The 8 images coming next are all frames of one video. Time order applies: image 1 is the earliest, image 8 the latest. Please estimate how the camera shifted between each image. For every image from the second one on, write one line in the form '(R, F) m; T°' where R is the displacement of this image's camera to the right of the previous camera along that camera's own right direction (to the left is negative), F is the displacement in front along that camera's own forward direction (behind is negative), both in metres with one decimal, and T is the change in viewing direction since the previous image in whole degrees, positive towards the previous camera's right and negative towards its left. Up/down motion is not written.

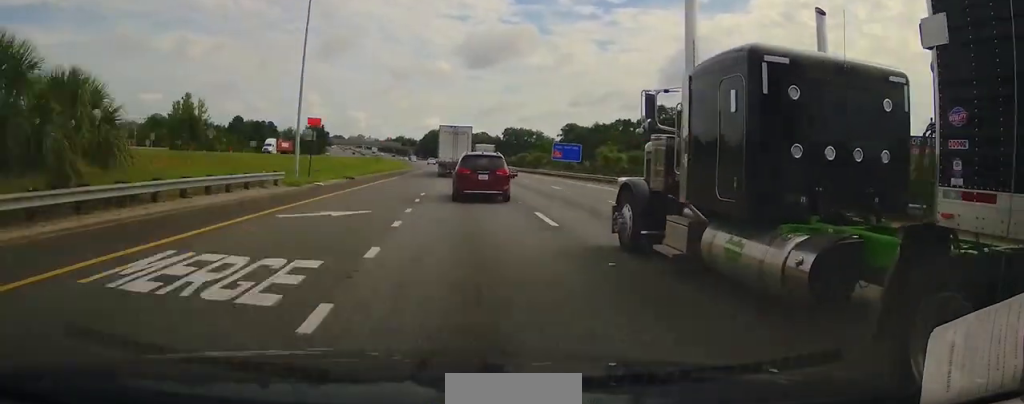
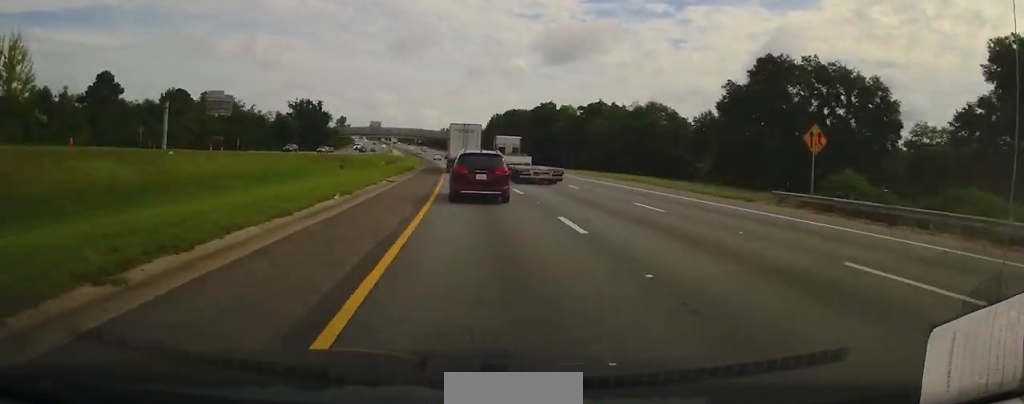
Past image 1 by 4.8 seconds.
(-7.4, +142.0) m; -6°
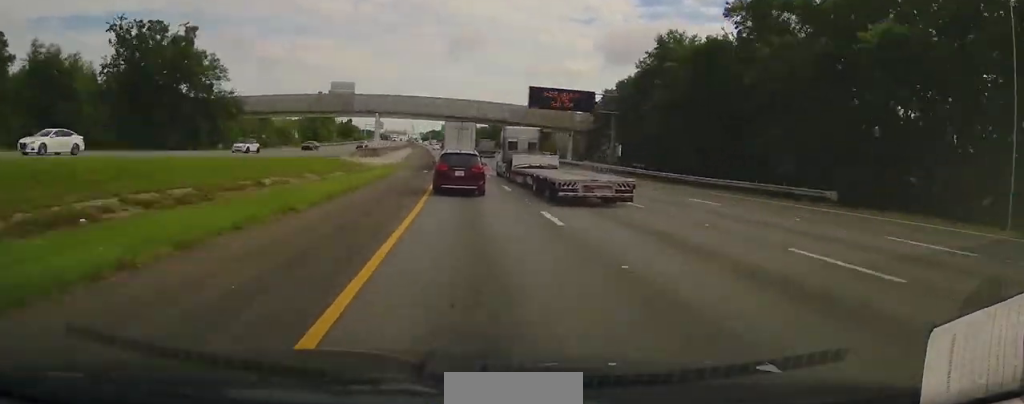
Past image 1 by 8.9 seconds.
(-5.7, +127.5) m; -5°
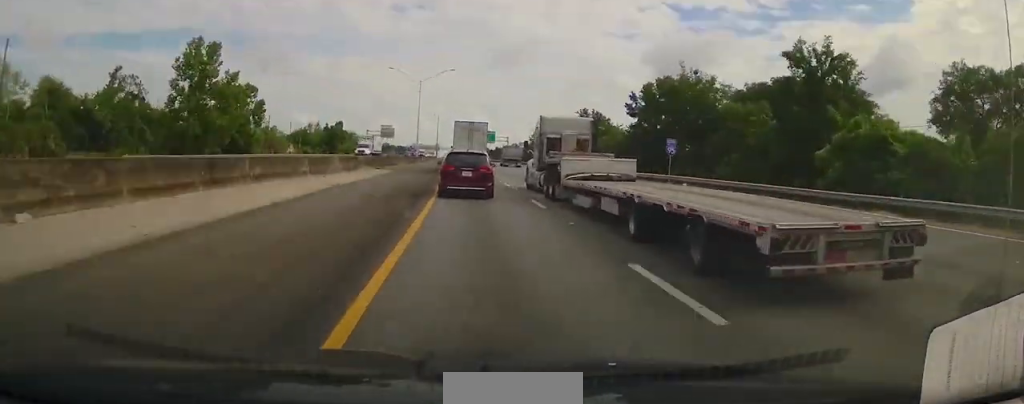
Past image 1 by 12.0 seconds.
(-3.0, +77.8) m; -3°
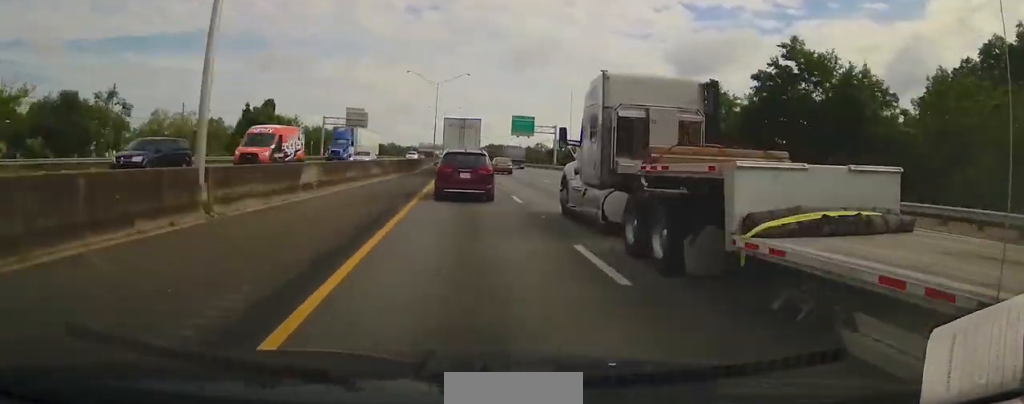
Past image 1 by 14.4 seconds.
(-1.3, +66.8) m; -1°
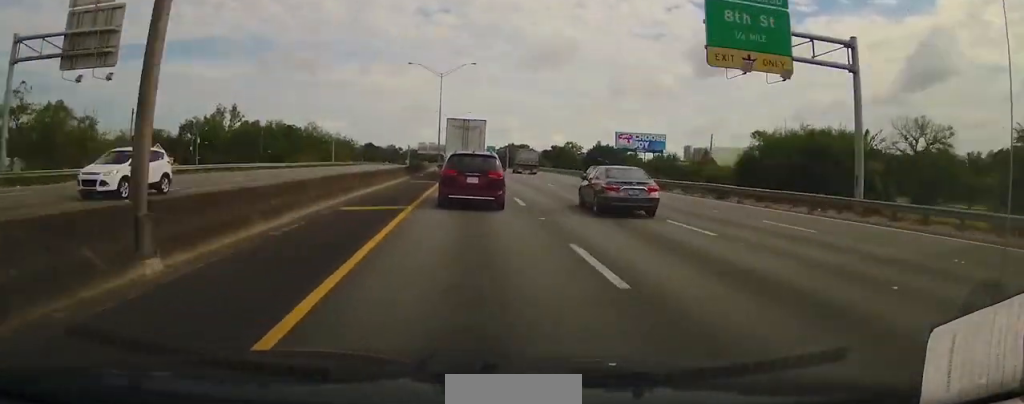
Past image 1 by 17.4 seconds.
(-1.1, +92.0) m; -1°
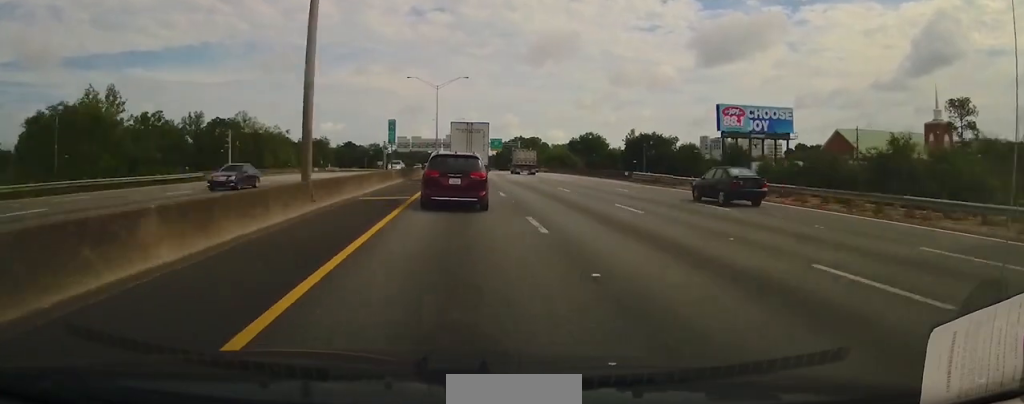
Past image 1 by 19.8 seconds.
(-0.1, +71.3) m; 0°
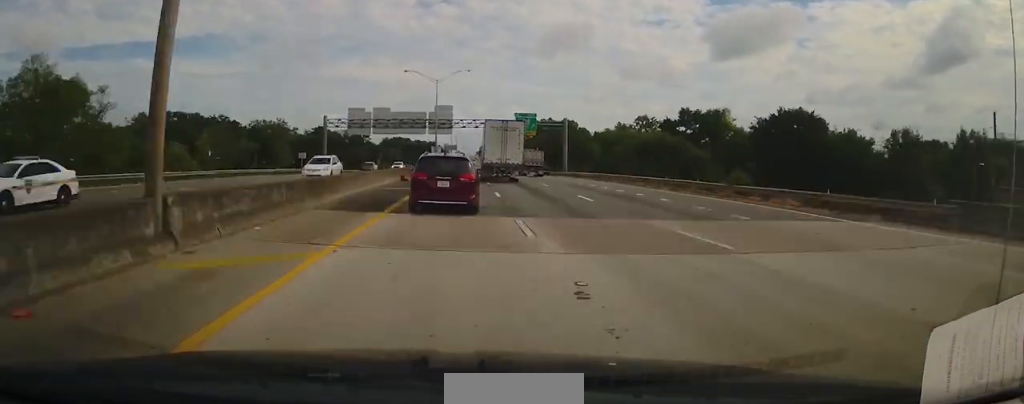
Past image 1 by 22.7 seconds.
(-0.1, +88.9) m; 0°
